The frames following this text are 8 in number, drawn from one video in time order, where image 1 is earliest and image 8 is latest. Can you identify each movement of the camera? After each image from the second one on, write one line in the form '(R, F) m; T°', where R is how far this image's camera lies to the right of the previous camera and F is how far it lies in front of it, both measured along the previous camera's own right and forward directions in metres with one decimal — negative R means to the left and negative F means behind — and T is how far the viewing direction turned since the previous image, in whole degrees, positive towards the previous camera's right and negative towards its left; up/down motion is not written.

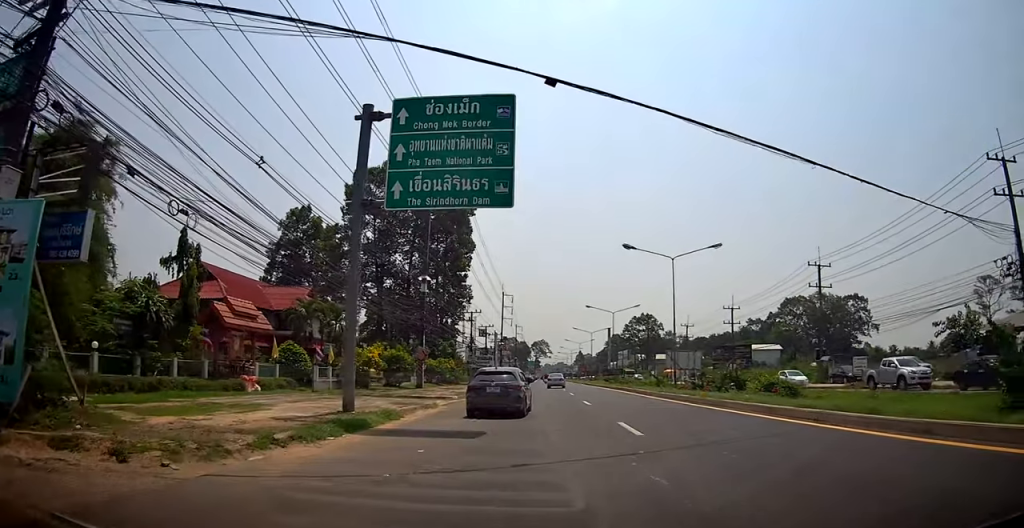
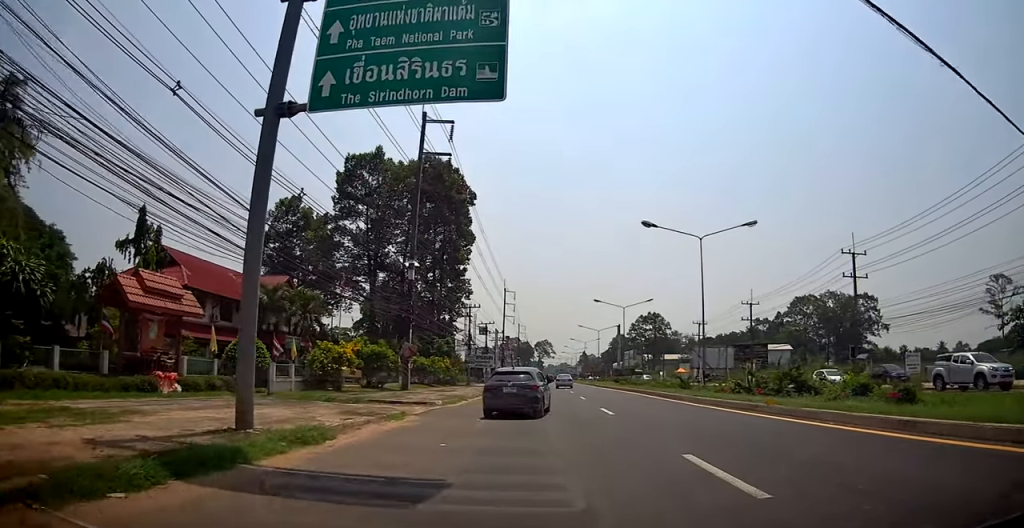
(0.0, +5.8) m; +2°
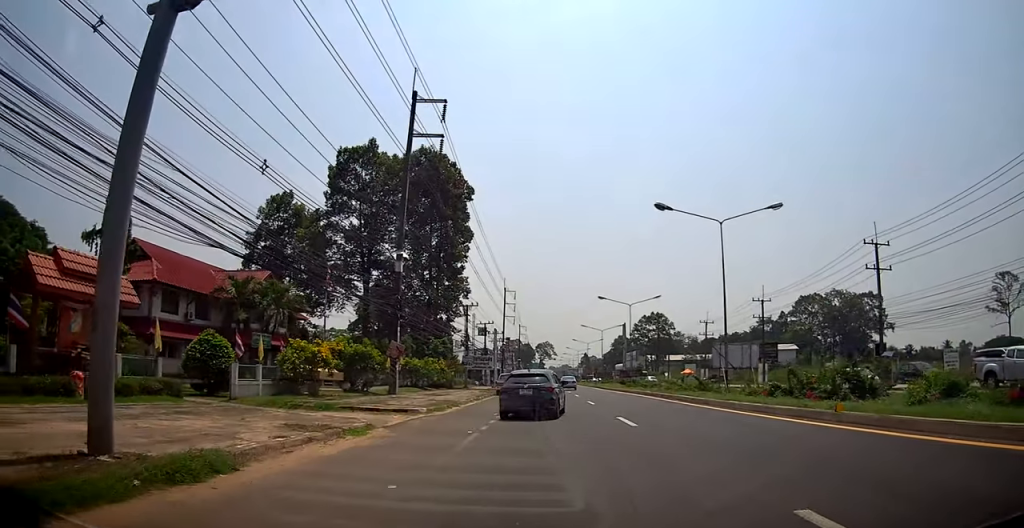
(+0.2, +3.8) m; +1°
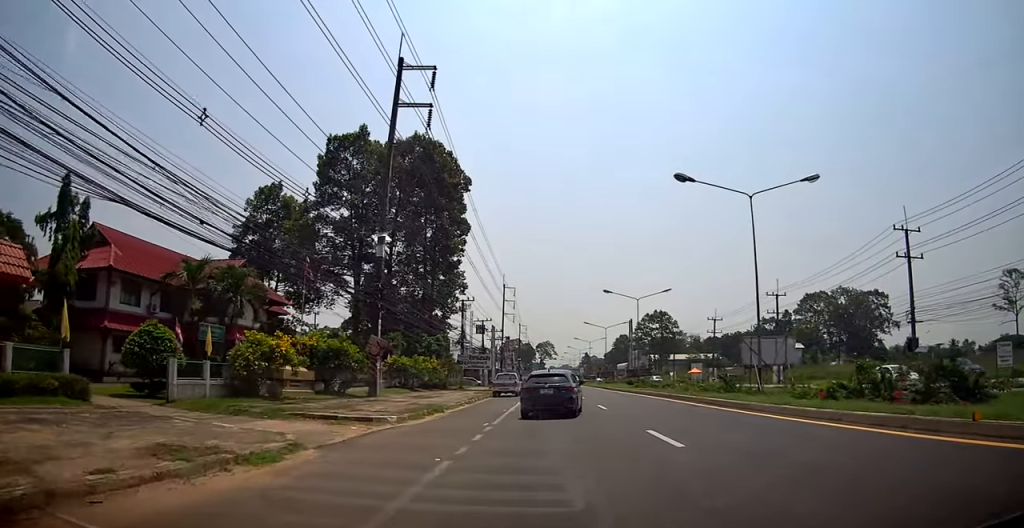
(+0.1, +4.4) m; +1°
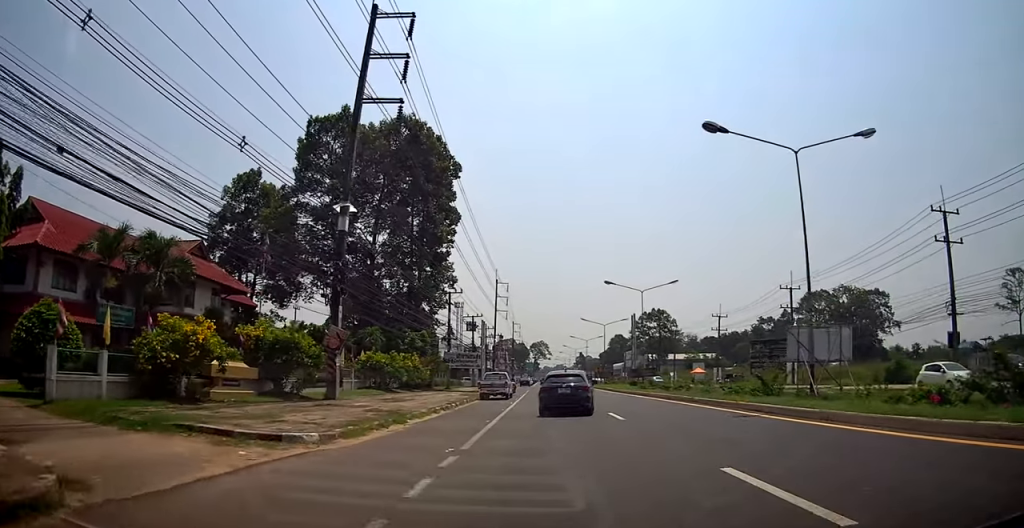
(0.0, +5.3) m; 0°
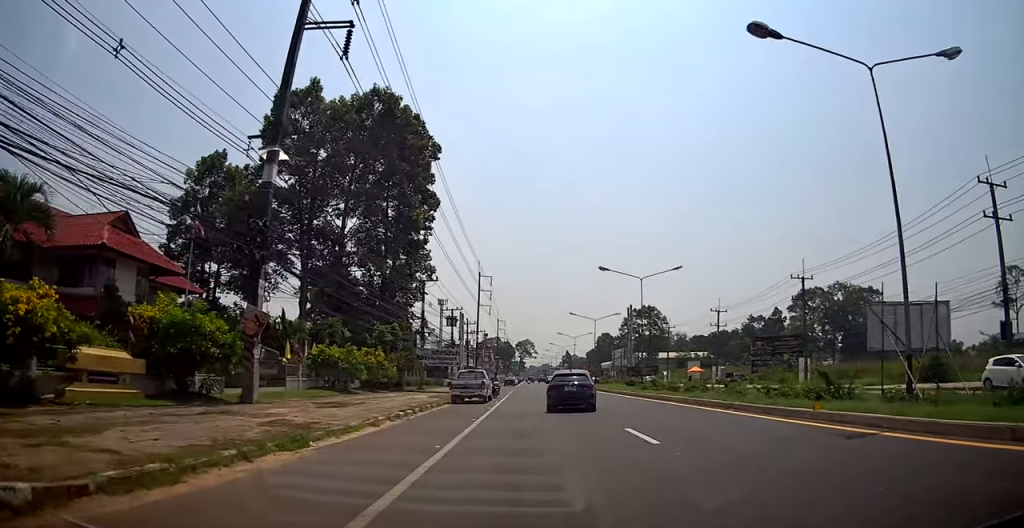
(0.0, +6.3) m; -1°
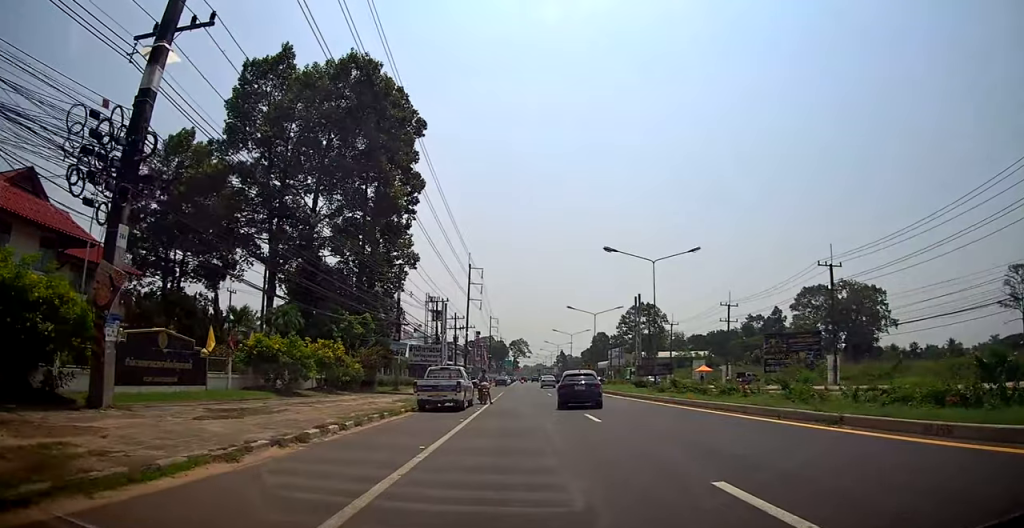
(0.0, +6.6) m; -1°
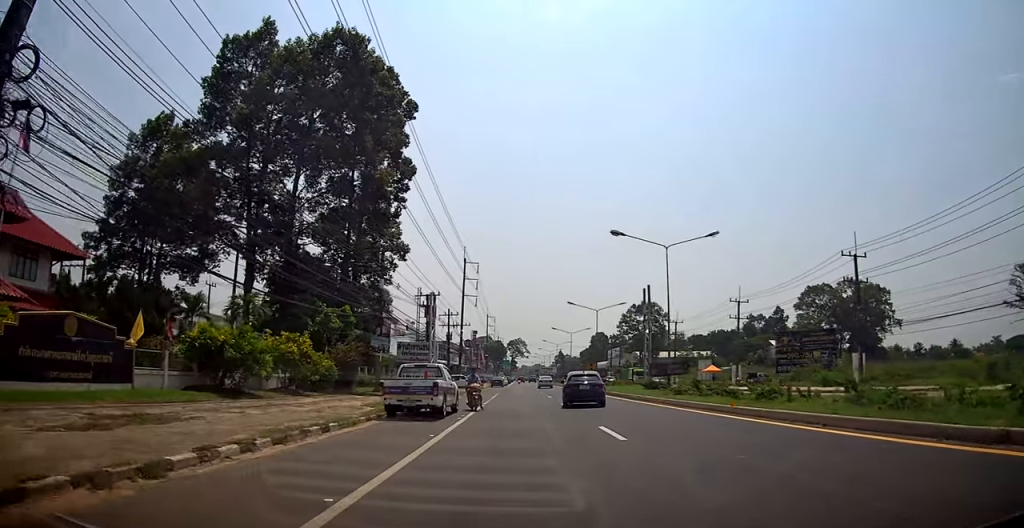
(0.0, +4.2) m; 0°
